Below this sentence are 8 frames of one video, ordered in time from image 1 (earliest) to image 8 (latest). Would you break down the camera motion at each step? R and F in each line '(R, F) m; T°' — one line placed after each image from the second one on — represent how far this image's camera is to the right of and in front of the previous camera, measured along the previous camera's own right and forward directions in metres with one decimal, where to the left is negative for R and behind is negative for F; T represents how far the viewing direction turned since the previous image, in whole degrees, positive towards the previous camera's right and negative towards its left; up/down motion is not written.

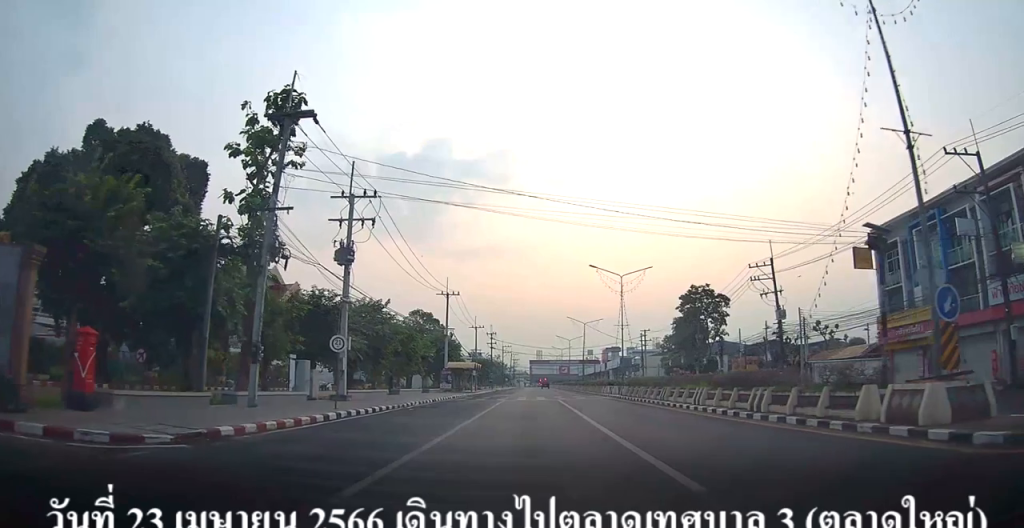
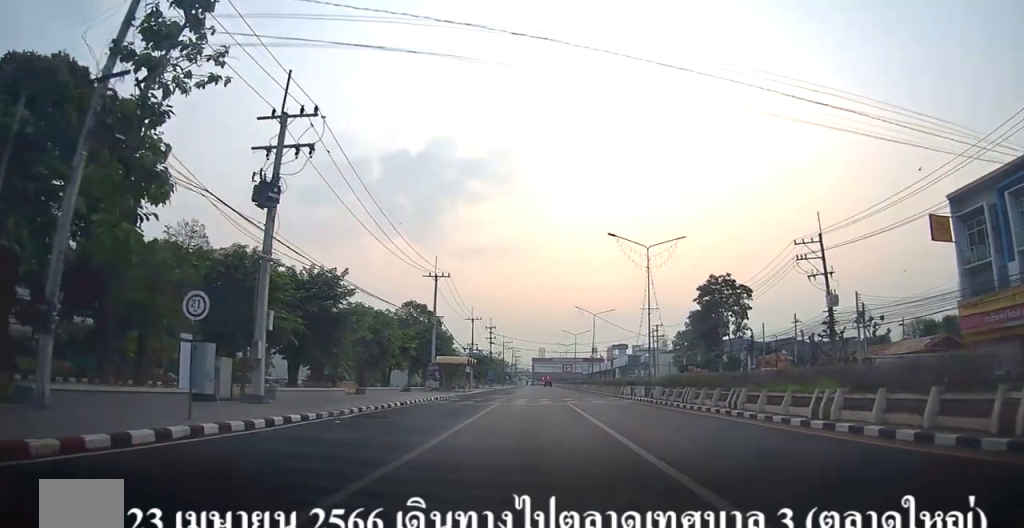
(+0.1, +8.8) m; +1°
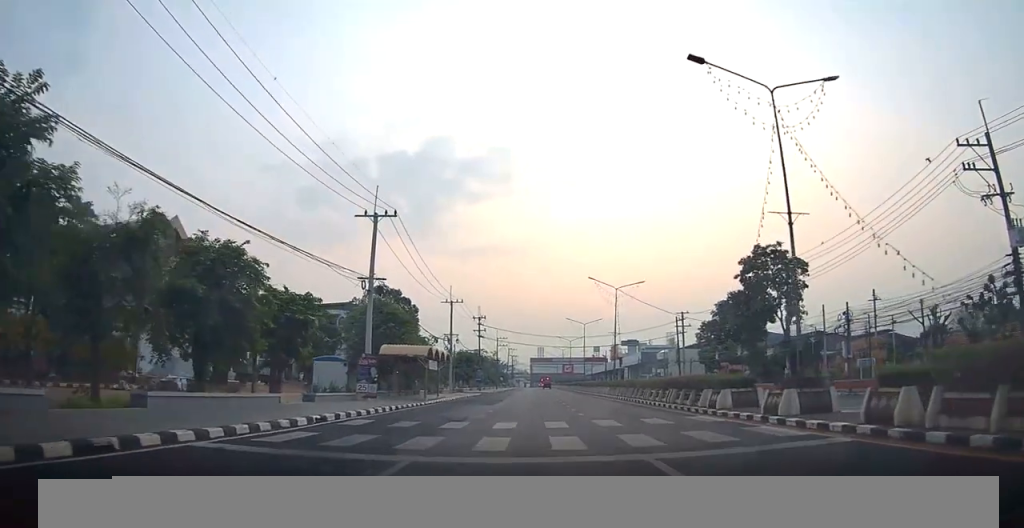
(-0.1, +19.3) m; +1°
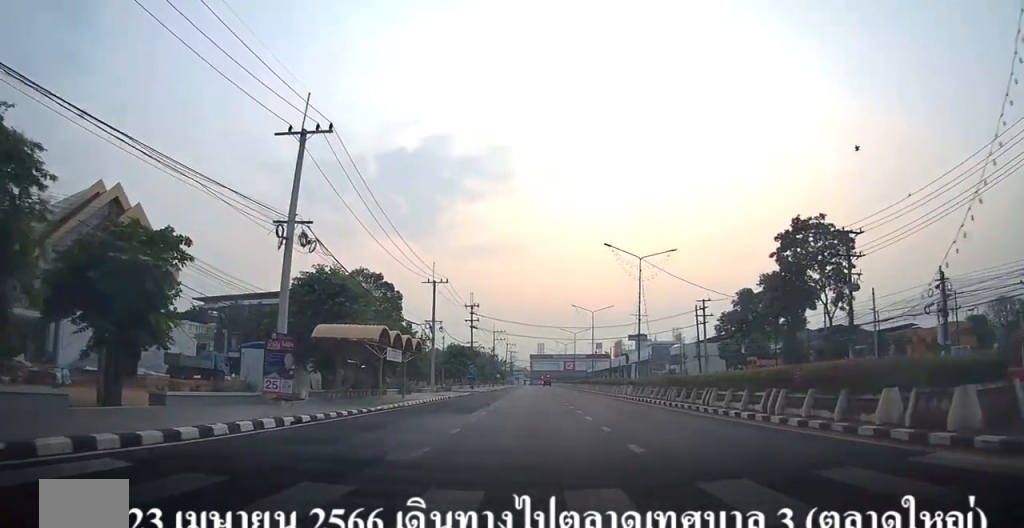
(+0.2, +10.9) m; +1°
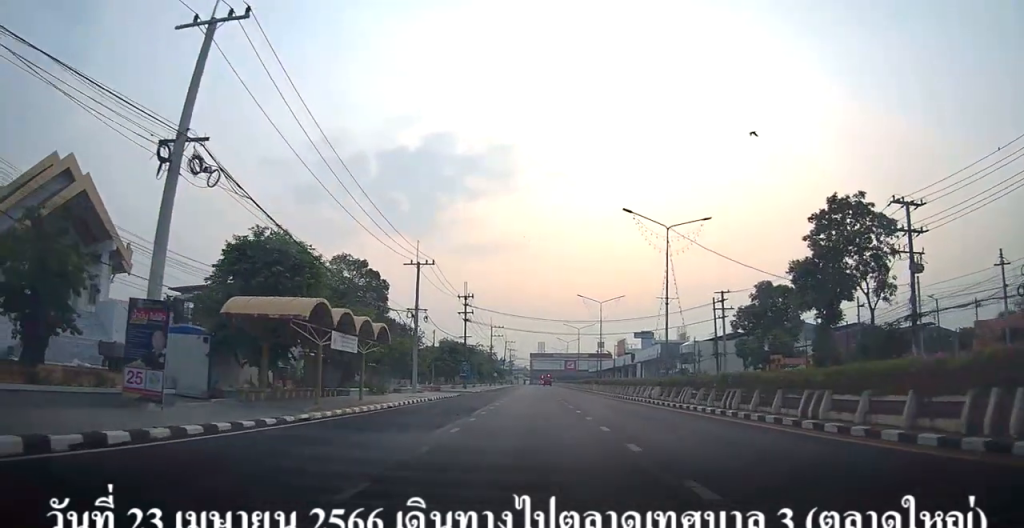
(+0.1, +7.5) m; -1°
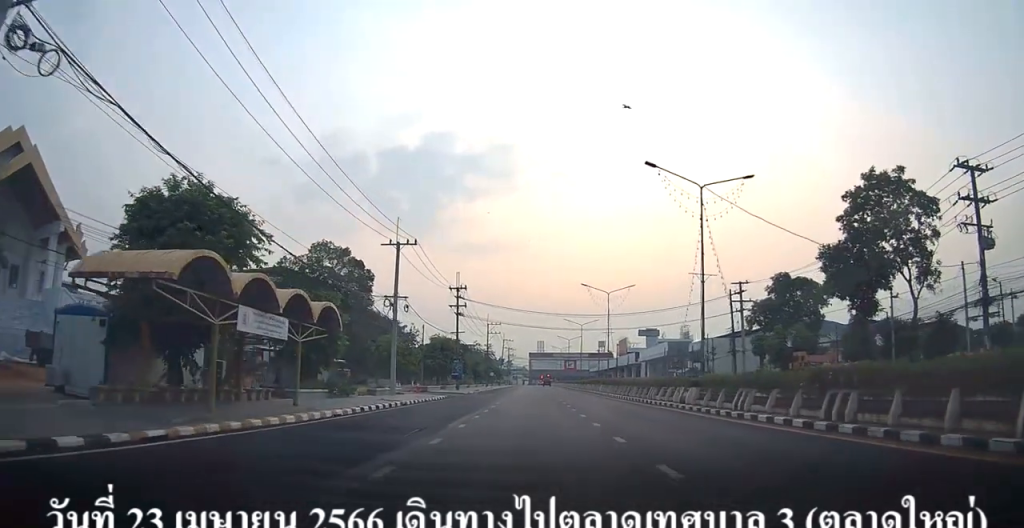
(-0.1, +6.4) m; 0°
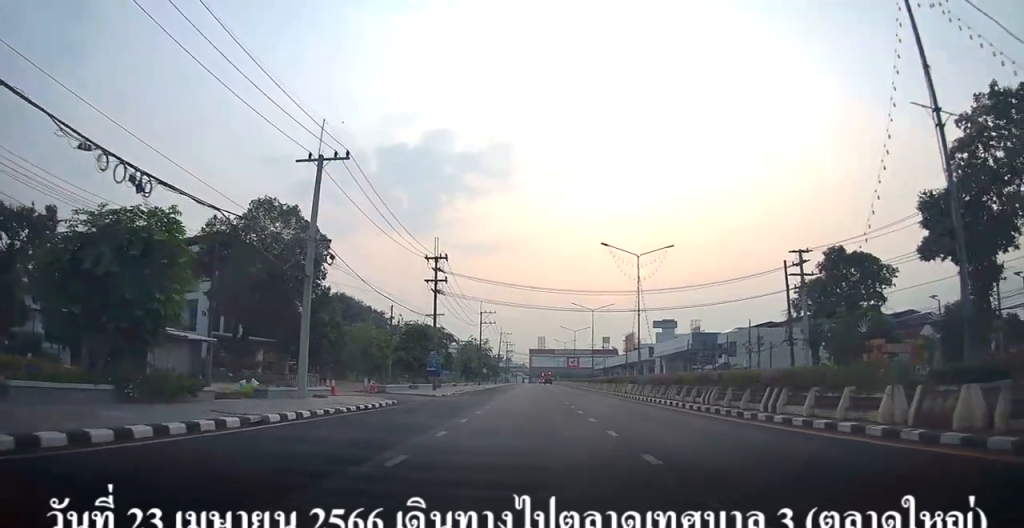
(-0.1, +14.6) m; +1°
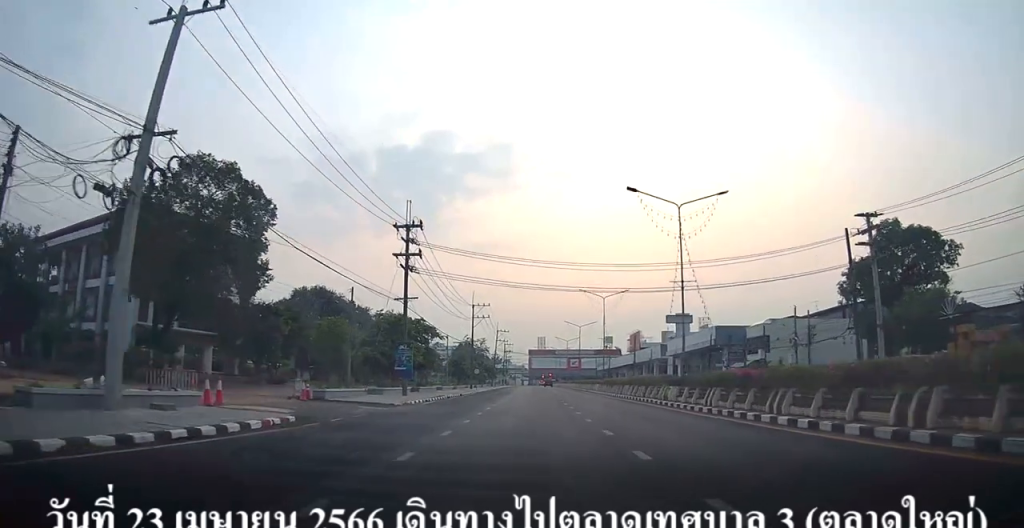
(+0.1, +11.0) m; +1°
